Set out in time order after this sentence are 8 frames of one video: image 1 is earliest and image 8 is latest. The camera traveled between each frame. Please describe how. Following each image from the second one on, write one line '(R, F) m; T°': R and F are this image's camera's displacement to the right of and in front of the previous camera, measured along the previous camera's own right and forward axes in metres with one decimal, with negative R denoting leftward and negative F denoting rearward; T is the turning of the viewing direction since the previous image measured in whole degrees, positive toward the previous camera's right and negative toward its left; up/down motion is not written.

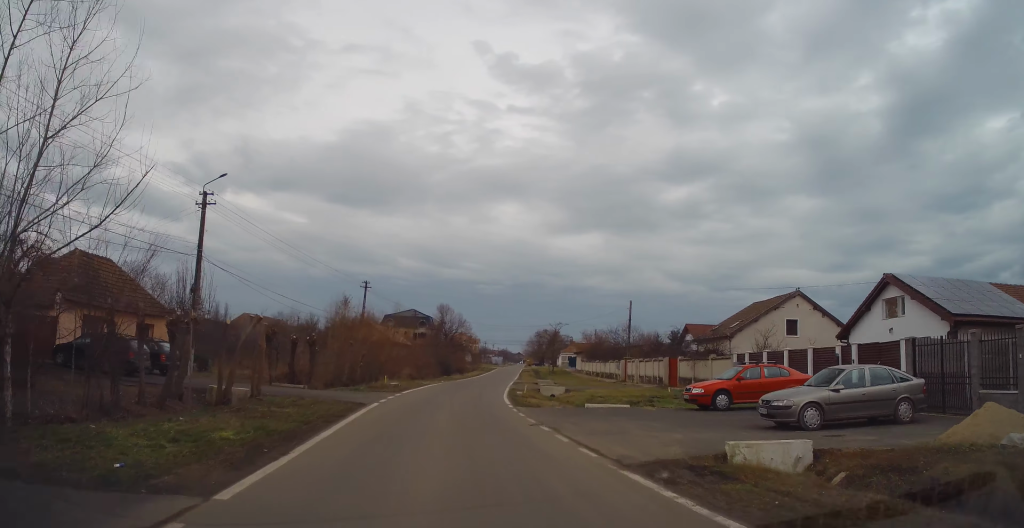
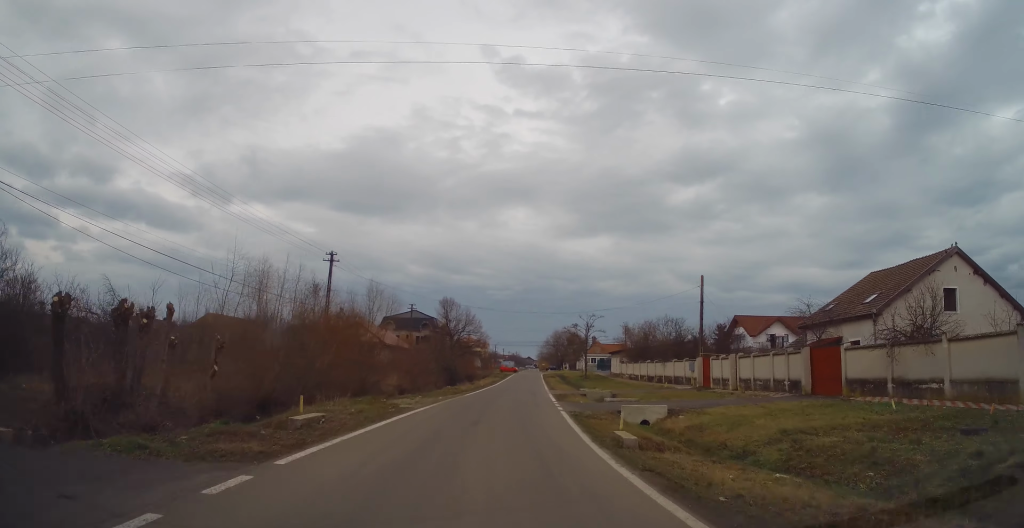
(+0.2, +17.4) m; +2°
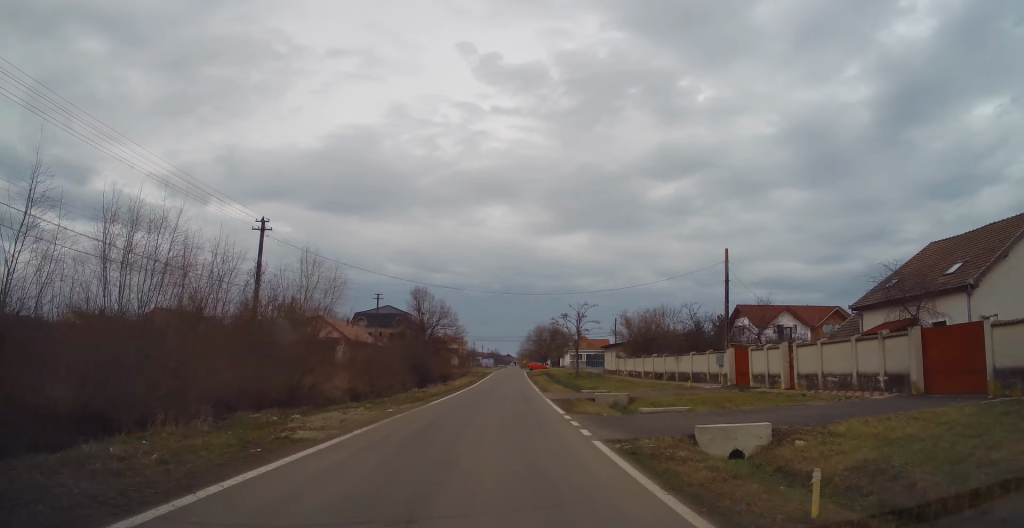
(+0.1, +9.1) m; 0°
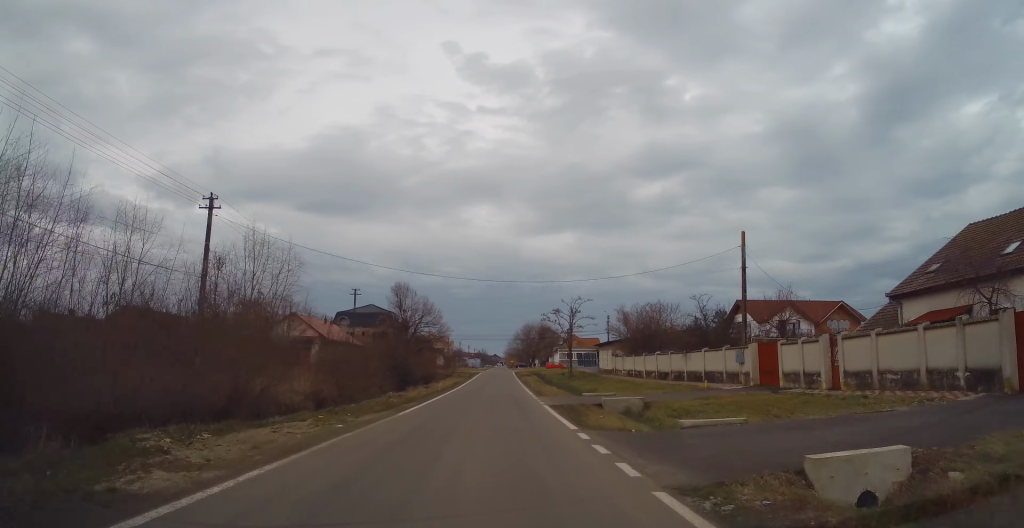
(0.0, +4.8) m; +1°
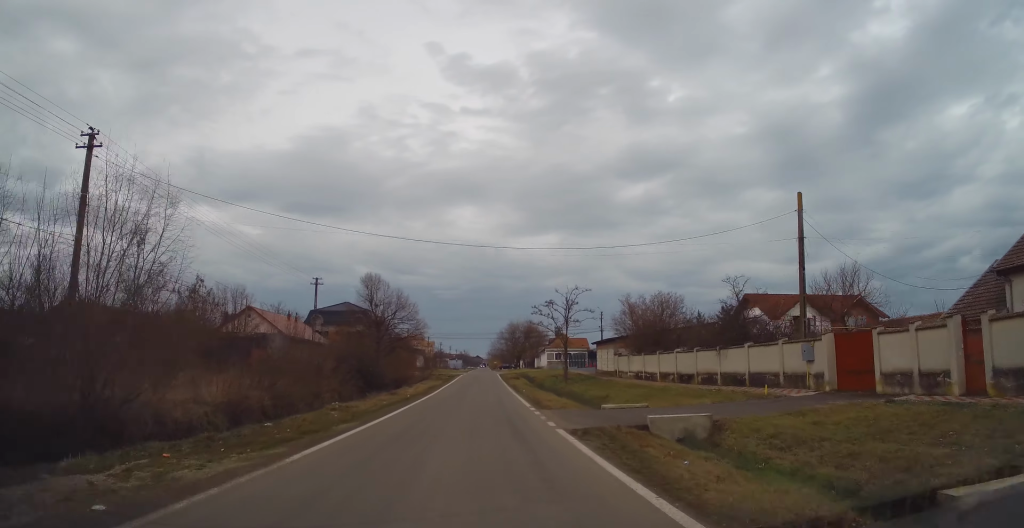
(-0.1, +8.6) m; +2°
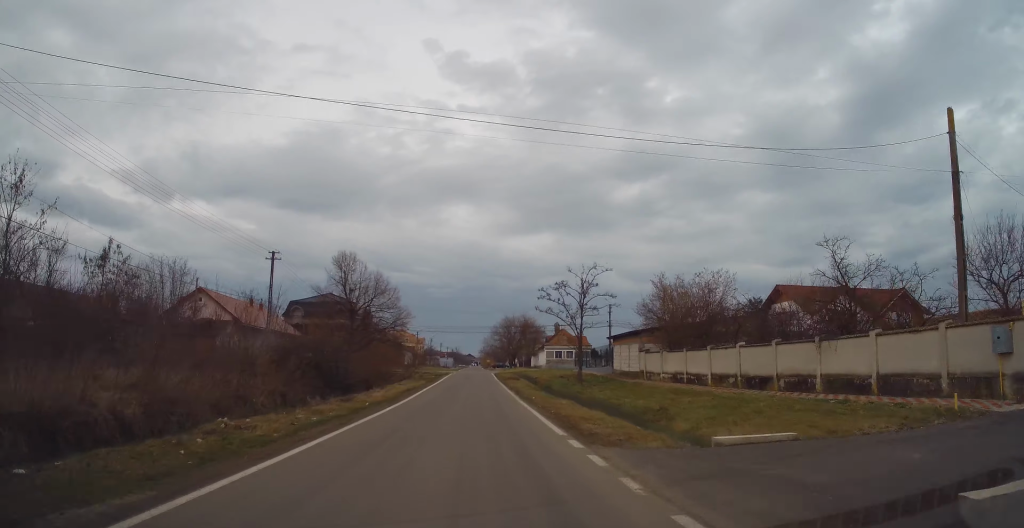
(+0.5, +10.4) m; +2°
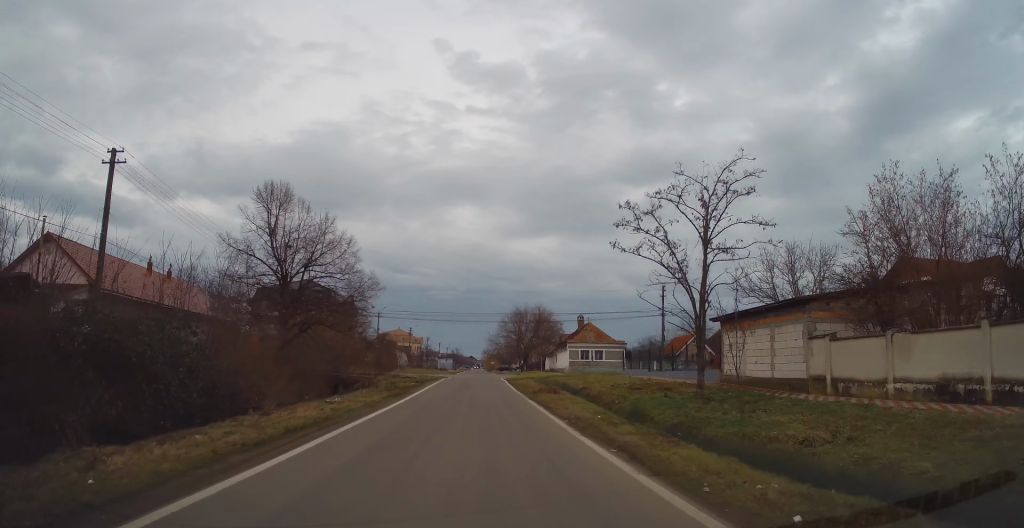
(-0.2, +21.3) m; -1°
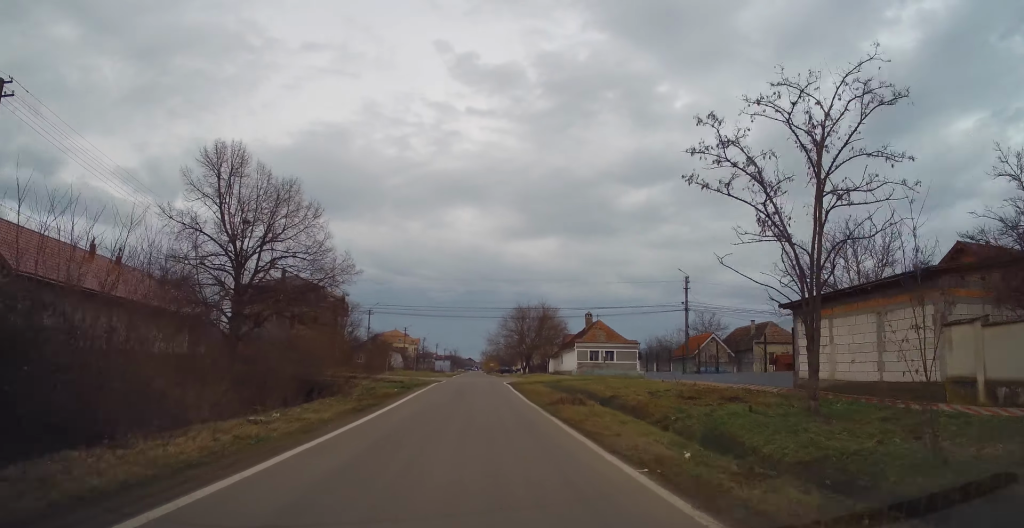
(0.0, +7.1) m; 0°
